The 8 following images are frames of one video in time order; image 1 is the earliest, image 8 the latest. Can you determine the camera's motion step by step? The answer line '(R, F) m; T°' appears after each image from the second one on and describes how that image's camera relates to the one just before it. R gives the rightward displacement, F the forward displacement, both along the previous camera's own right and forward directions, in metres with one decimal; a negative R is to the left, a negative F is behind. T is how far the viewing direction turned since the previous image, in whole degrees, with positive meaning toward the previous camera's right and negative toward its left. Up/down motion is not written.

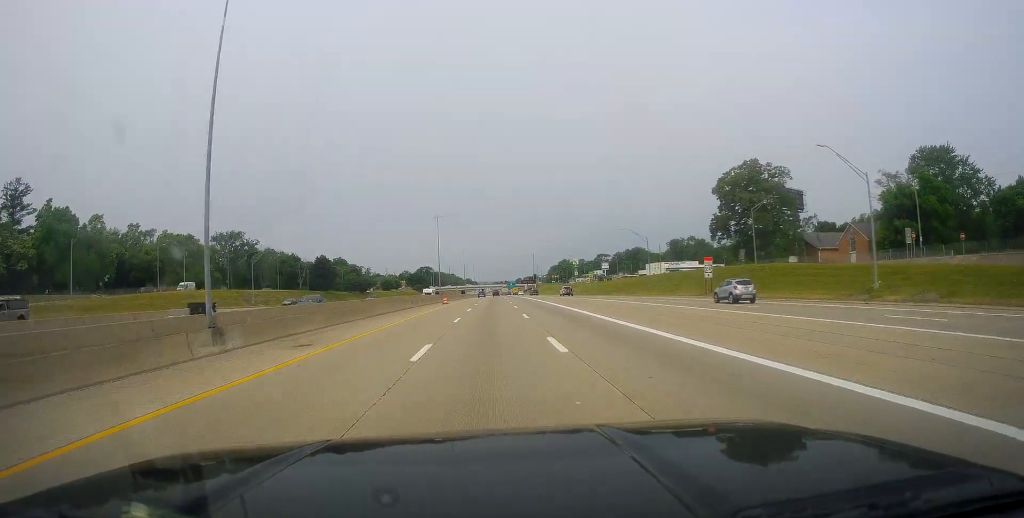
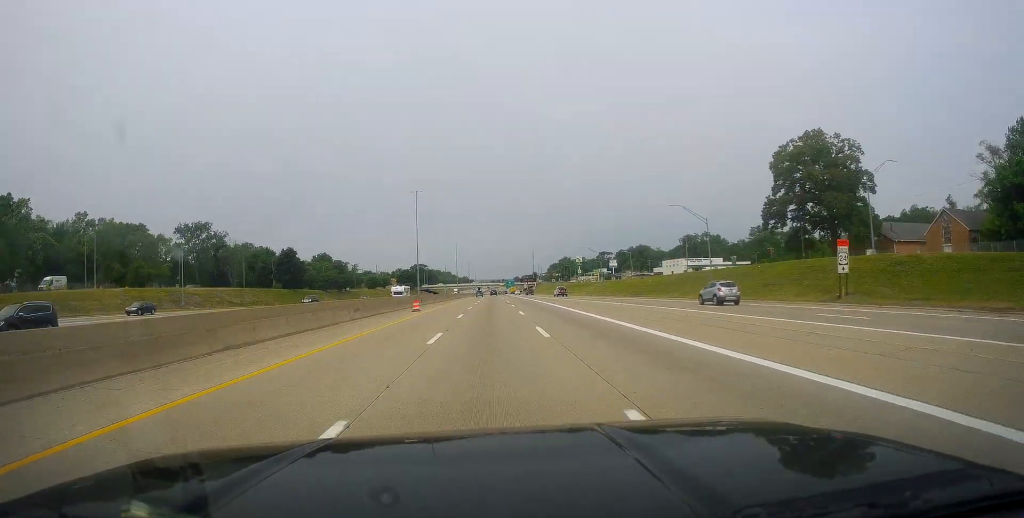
(0.0, +26.4) m; 0°
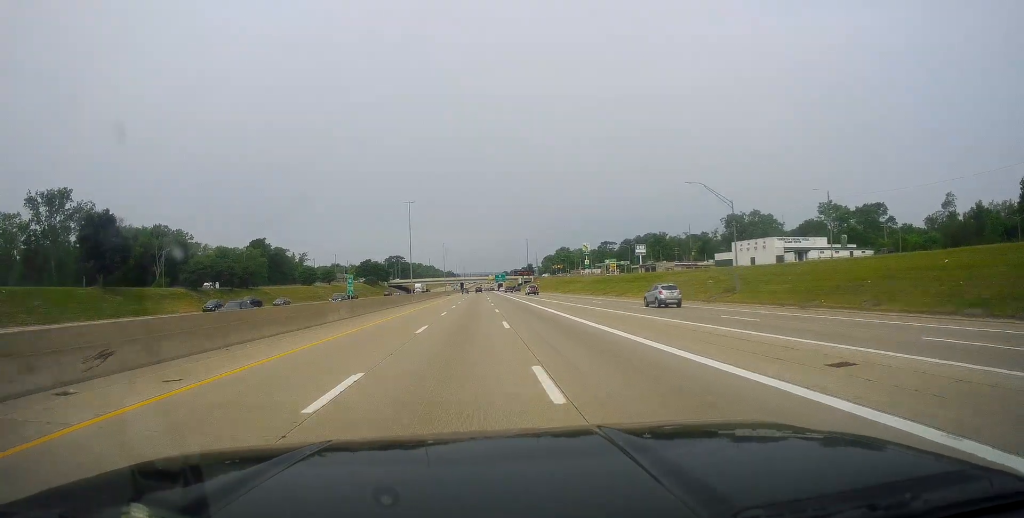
(0.0, +70.9) m; 0°
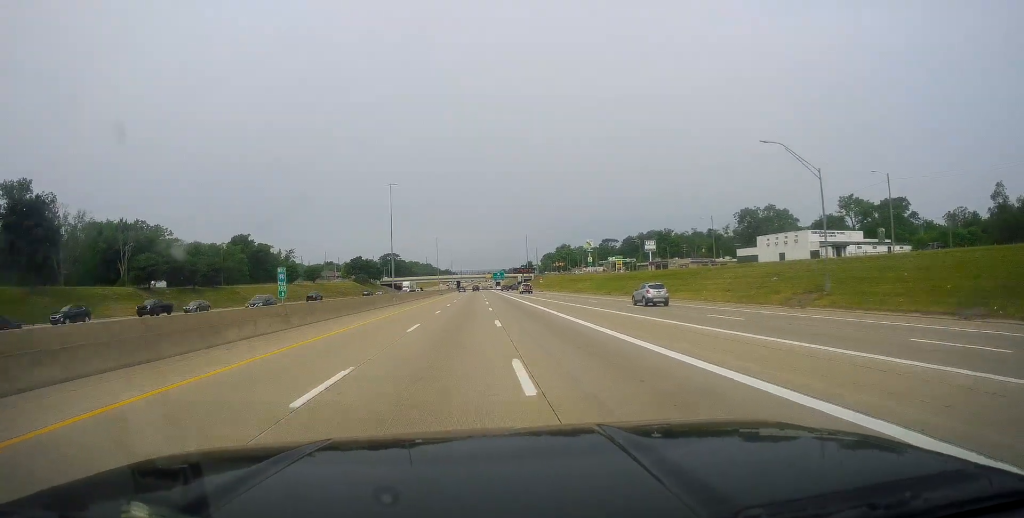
(-0.1, +14.8) m; 0°
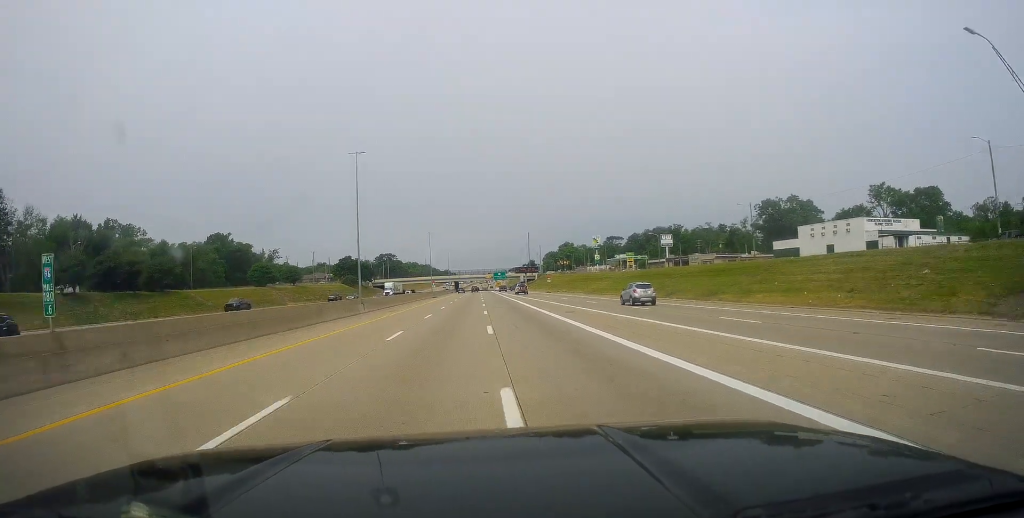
(+0.2, +18.3) m; 0°
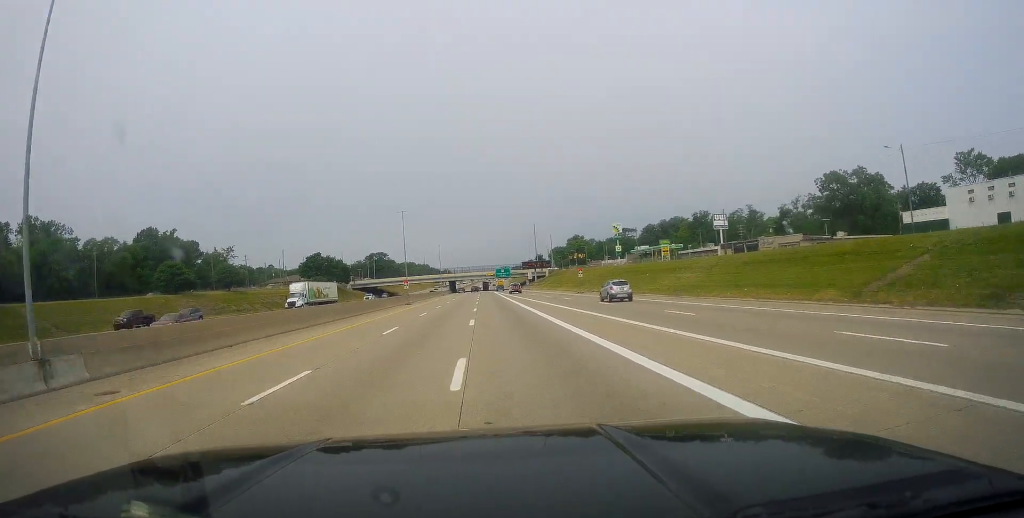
(+0.4, +41.4) m; +1°
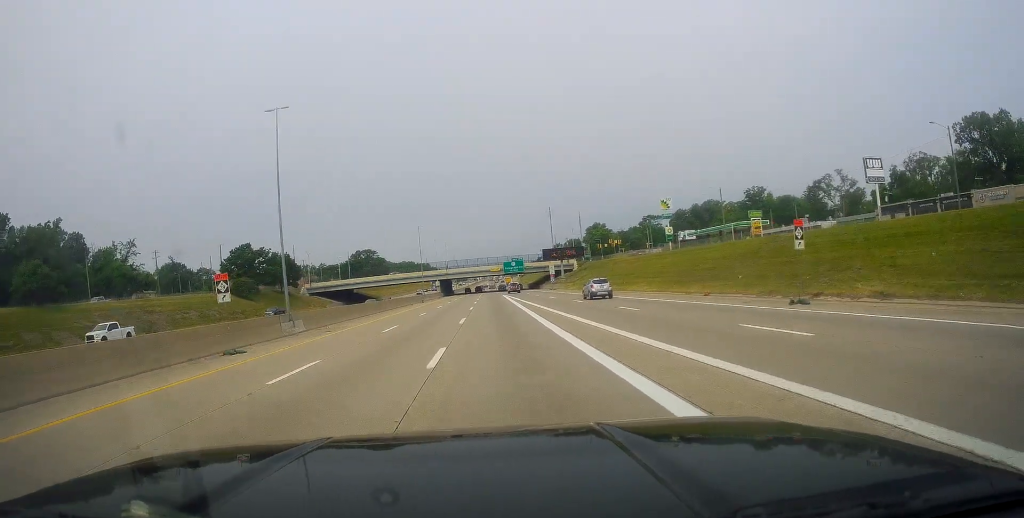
(0.0, +58.0) m; 0°
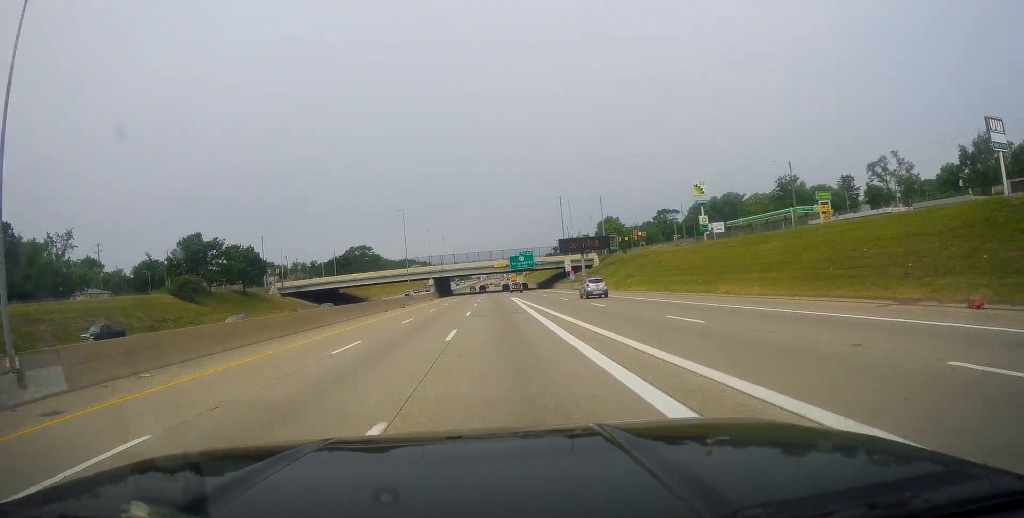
(+0.1, +24.5) m; -1°
